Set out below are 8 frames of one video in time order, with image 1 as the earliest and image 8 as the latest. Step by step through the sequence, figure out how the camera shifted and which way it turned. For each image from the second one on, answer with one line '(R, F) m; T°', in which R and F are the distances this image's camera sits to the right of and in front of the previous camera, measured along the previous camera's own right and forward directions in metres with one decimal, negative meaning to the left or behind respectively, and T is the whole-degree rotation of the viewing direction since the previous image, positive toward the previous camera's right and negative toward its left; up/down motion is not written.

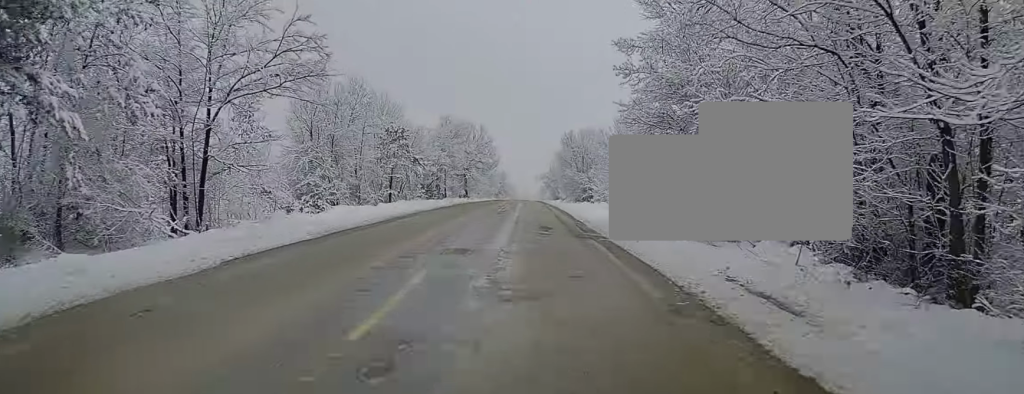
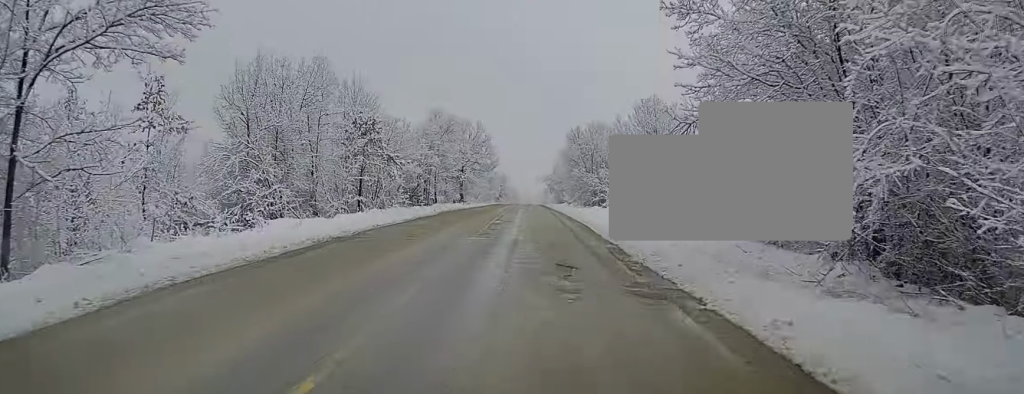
(0.0, +9.3) m; 0°
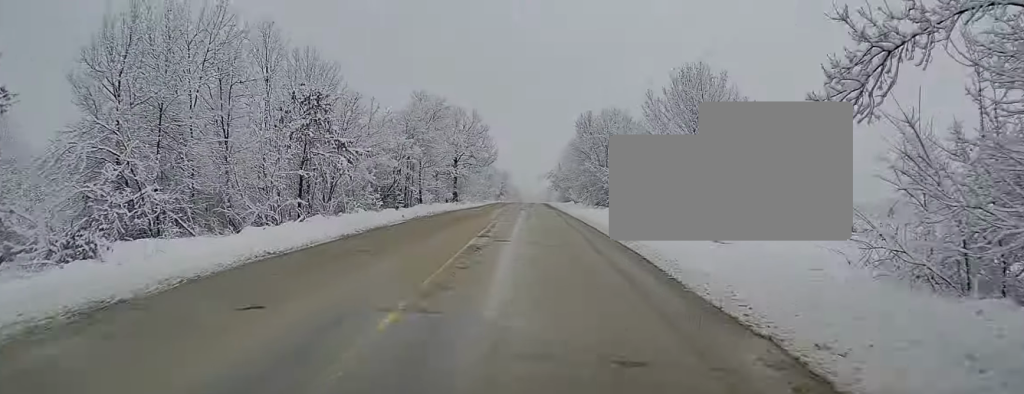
(0.0, +10.6) m; 0°
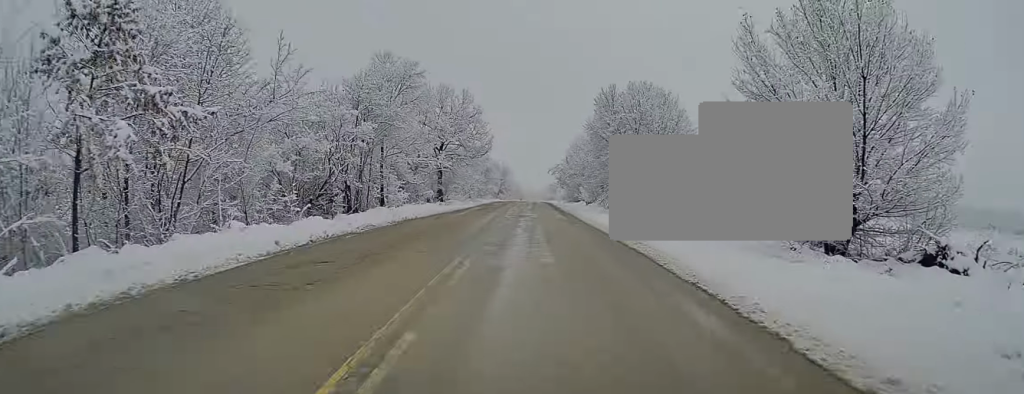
(+0.1, +15.0) m; 0°
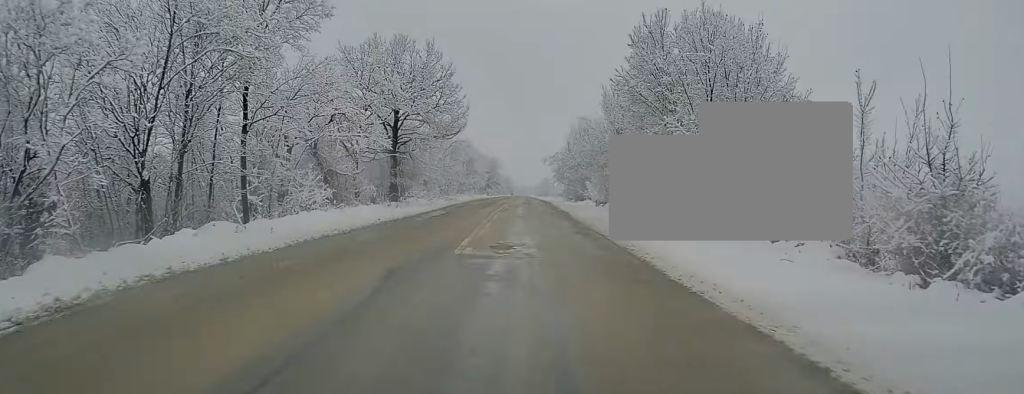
(-0.1, +18.7) m; 0°
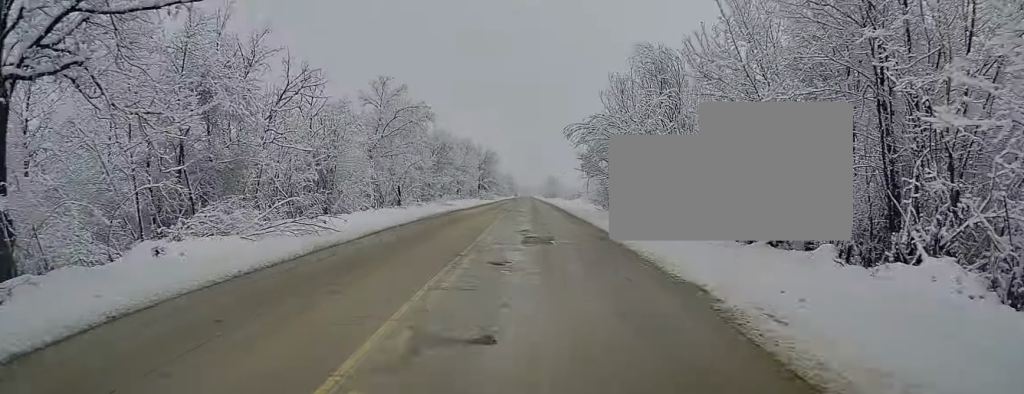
(+0.5, +35.4) m; +1°
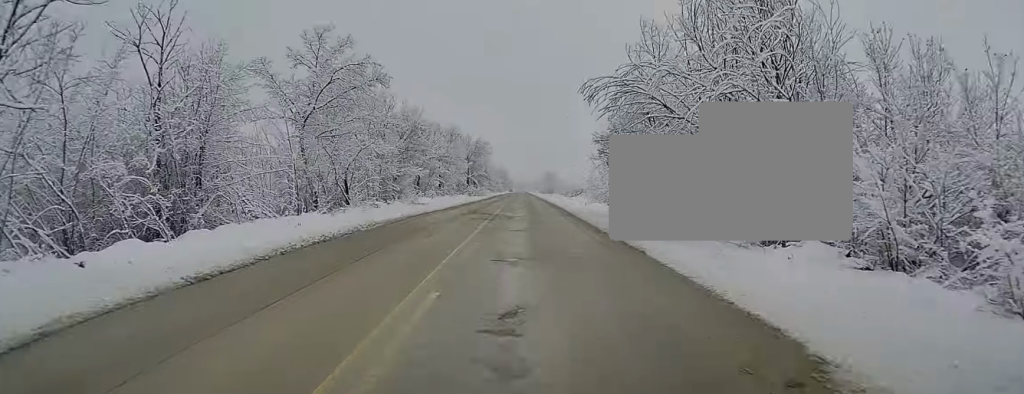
(0.0, +13.8) m; 0°
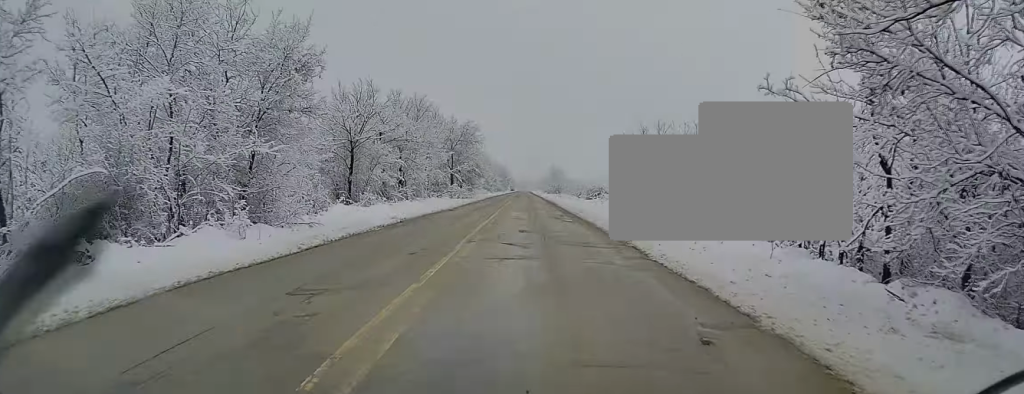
(-0.4, +26.1) m; 0°
